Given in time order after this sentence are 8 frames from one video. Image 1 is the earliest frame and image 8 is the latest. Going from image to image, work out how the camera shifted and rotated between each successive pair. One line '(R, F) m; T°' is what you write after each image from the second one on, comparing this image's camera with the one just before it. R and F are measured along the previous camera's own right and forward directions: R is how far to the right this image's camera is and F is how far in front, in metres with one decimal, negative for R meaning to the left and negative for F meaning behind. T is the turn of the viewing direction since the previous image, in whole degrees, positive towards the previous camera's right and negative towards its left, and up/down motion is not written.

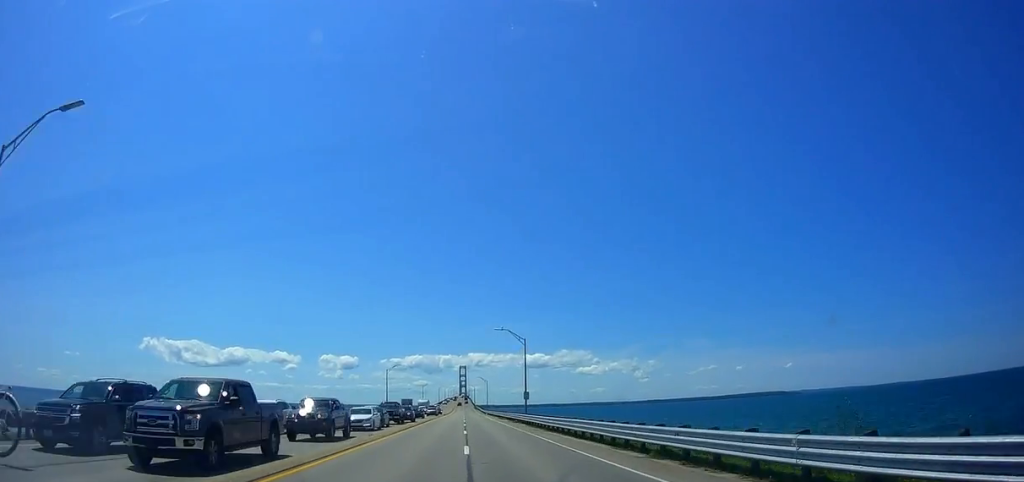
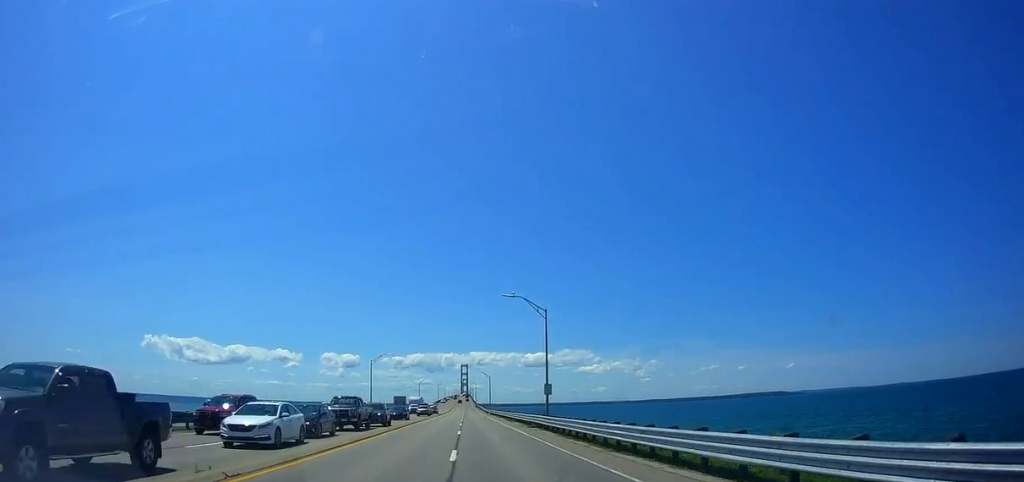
(+0.1, +16.8) m; 0°
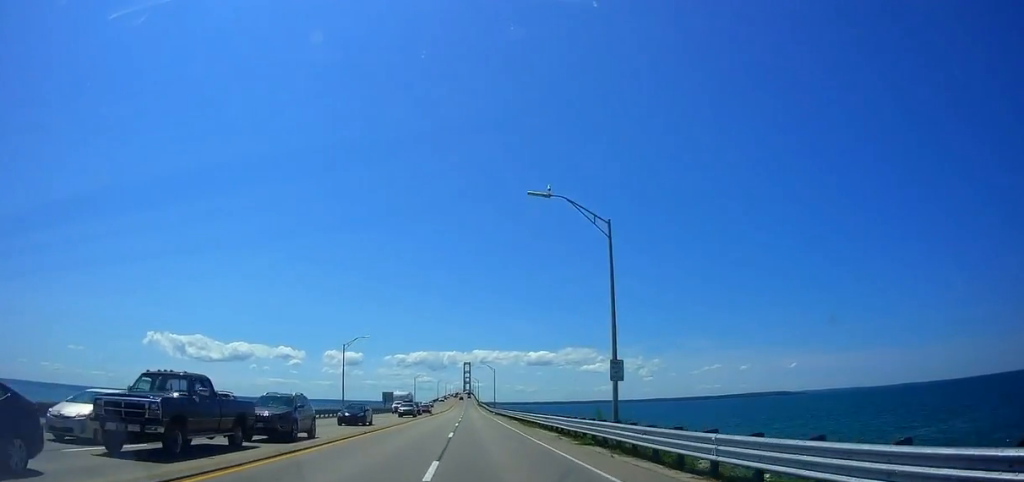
(+0.4, +20.2) m; 0°
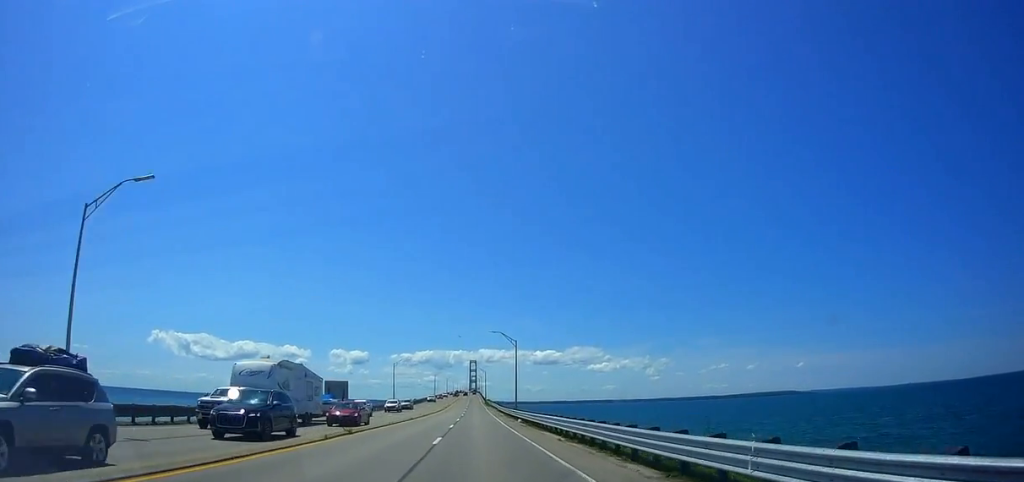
(-1.1, +51.3) m; -1°
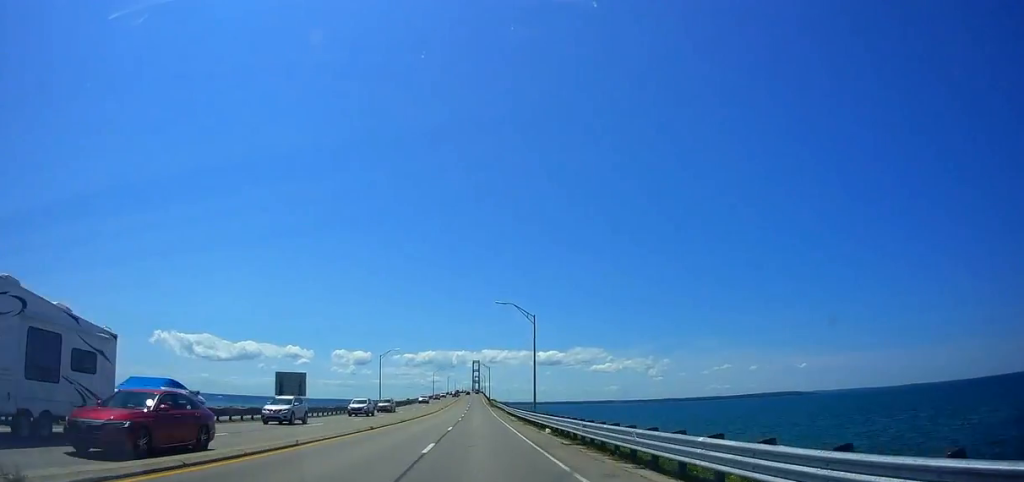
(0.0, +19.4) m; 0°
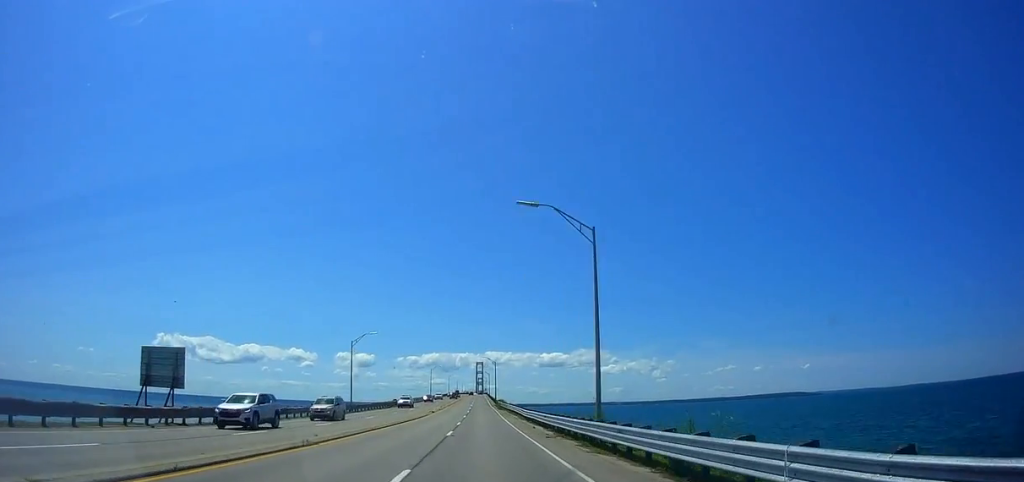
(0.0, +24.1) m; 0°
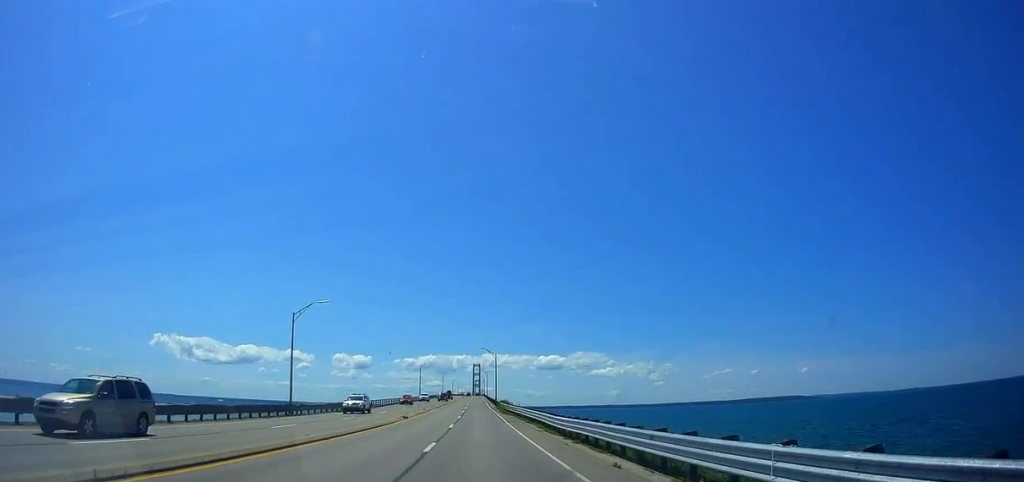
(0.0, +22.5) m; 0°
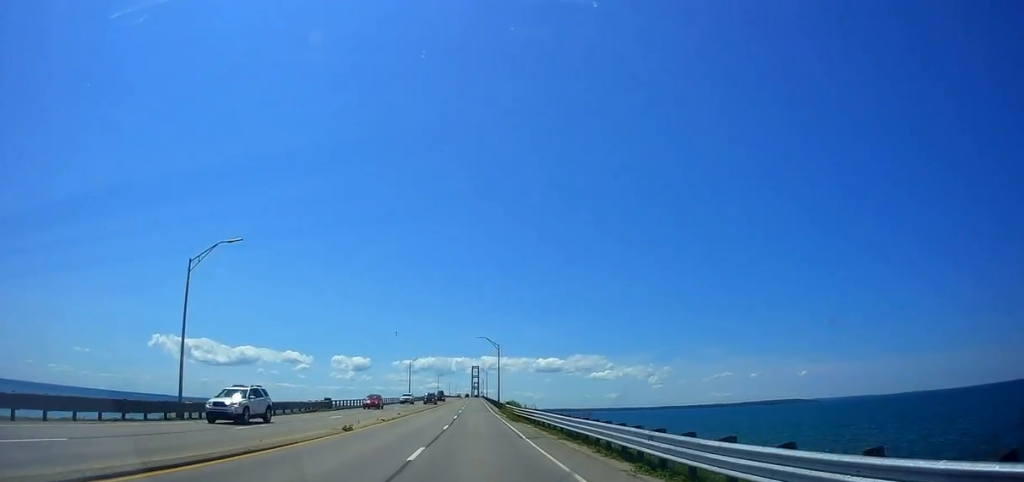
(0.0, +19.3) m; 0°
